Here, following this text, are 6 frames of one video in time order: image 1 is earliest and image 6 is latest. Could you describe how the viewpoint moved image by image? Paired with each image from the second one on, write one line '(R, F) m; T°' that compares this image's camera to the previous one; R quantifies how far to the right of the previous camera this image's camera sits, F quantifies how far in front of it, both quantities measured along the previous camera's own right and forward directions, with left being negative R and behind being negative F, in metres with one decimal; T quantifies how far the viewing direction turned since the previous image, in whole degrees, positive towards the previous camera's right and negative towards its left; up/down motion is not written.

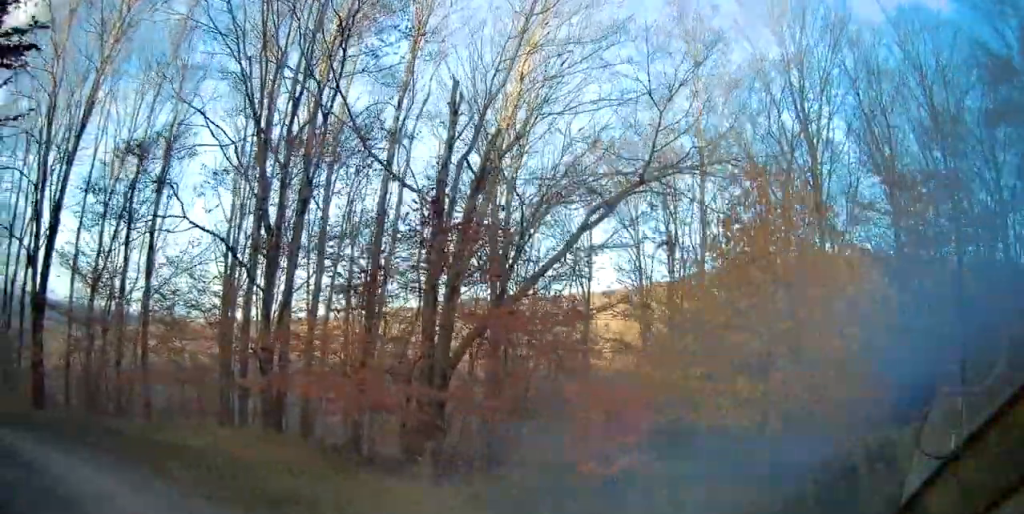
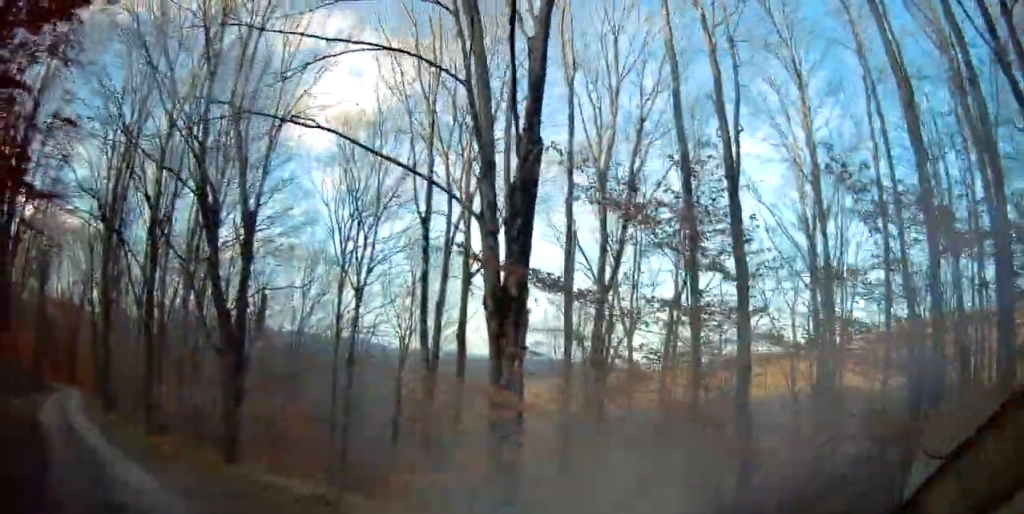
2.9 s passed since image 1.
(-5.1, +12.5) m; -33°
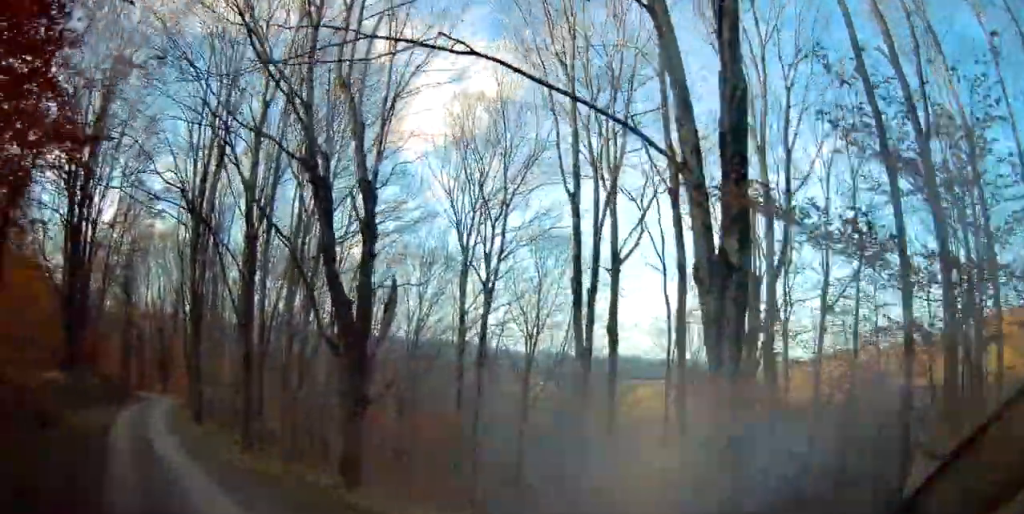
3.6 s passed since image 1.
(-0.3, +3.6) m; -3°
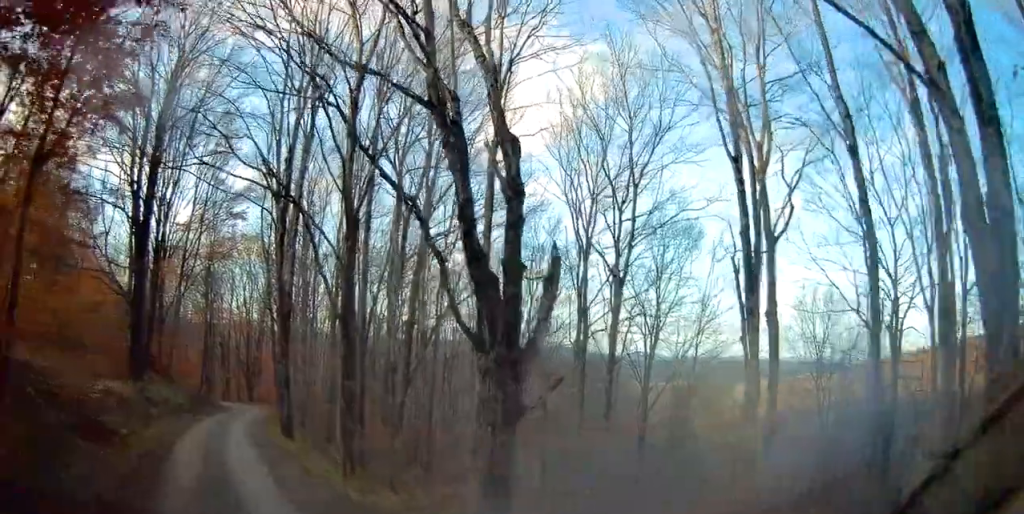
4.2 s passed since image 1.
(-0.1, +3.8) m; -8°
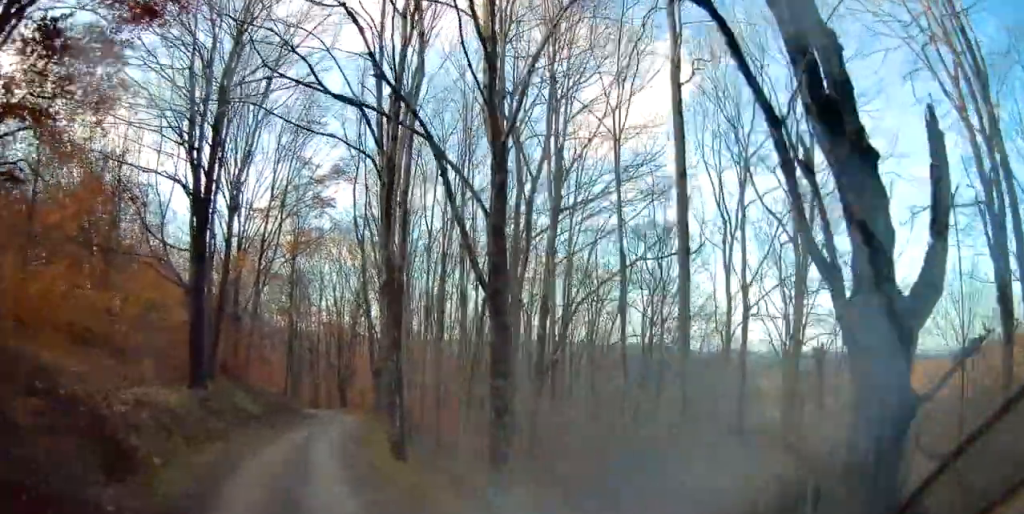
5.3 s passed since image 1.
(-0.8, +6.0) m; -18°
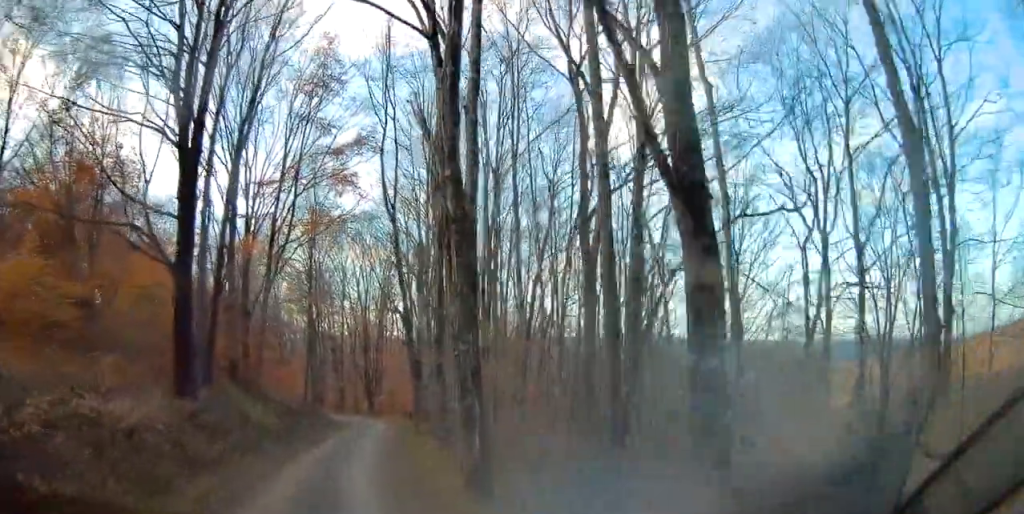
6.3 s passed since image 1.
(-1.0, +6.6) m; -6°
